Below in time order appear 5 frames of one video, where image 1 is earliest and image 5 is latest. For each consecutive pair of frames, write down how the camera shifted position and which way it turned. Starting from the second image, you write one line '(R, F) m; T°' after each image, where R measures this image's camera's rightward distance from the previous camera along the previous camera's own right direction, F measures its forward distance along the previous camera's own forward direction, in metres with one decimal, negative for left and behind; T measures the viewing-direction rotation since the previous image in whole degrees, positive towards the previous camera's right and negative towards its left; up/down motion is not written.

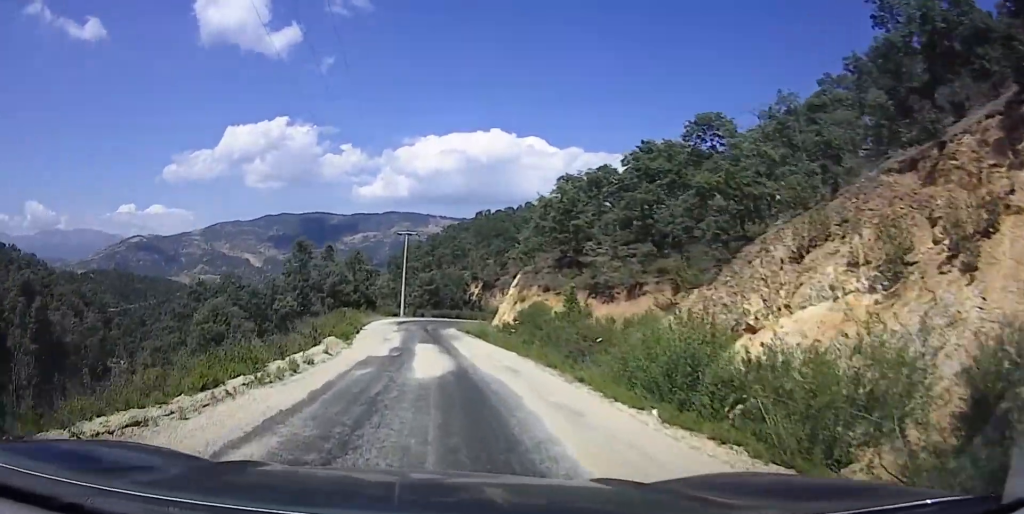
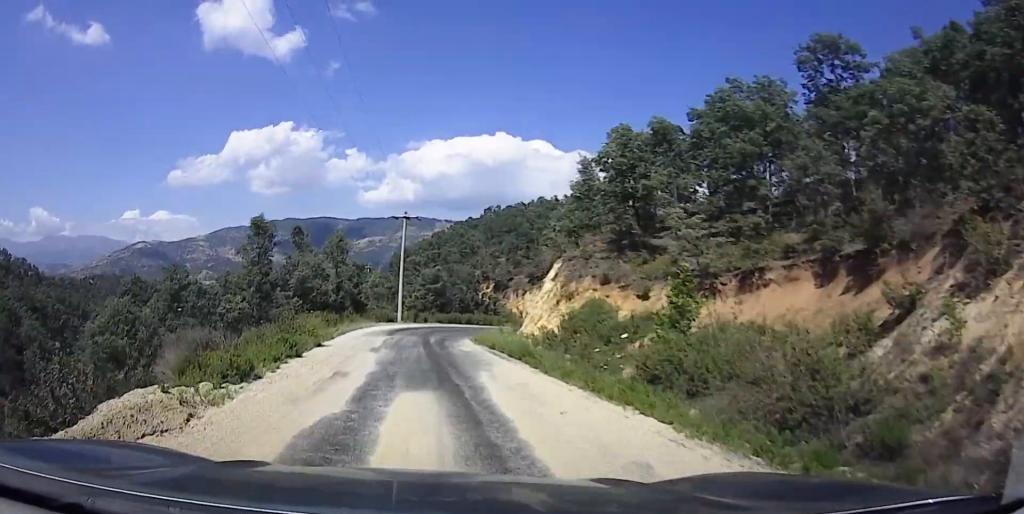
(-1.1, +15.1) m; -8°
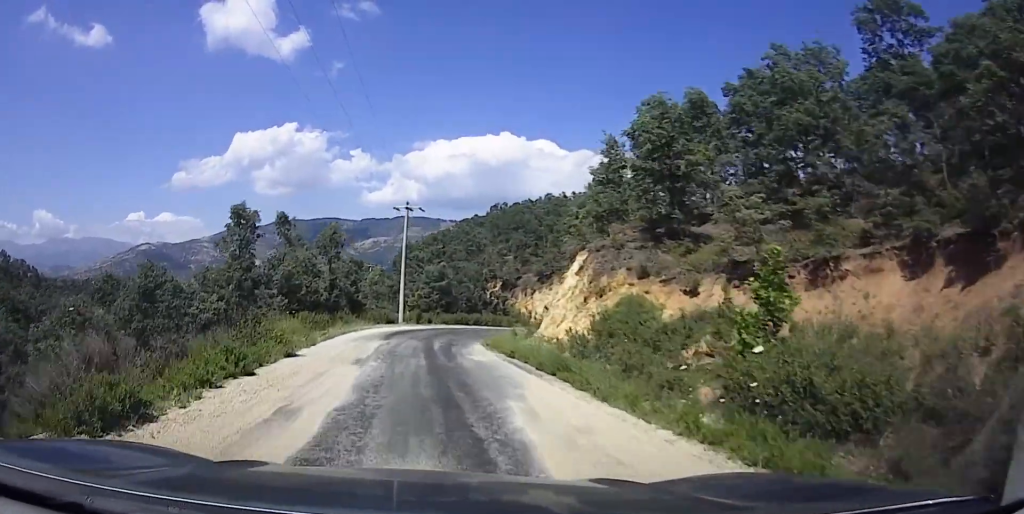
(+0.2, +5.5) m; -3°
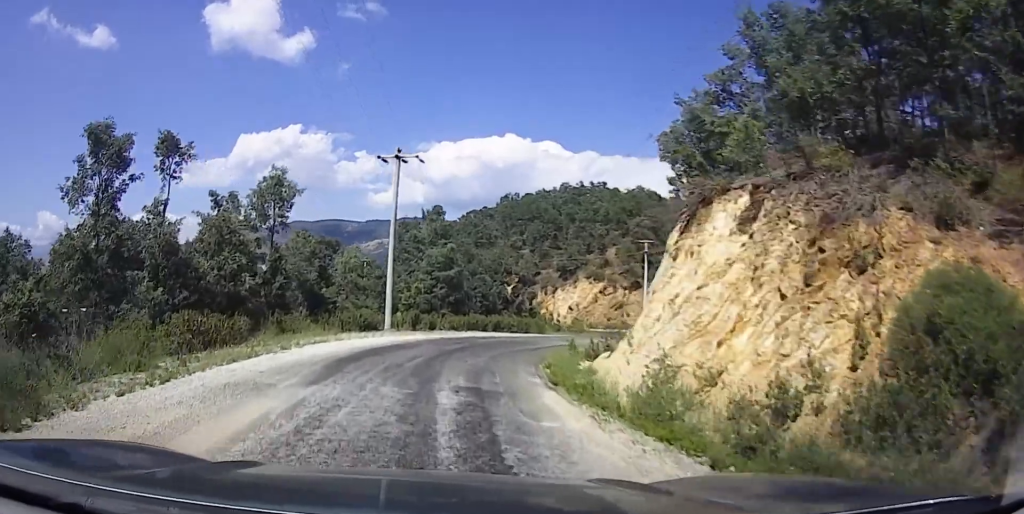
(+1.2, +19.2) m; +15°
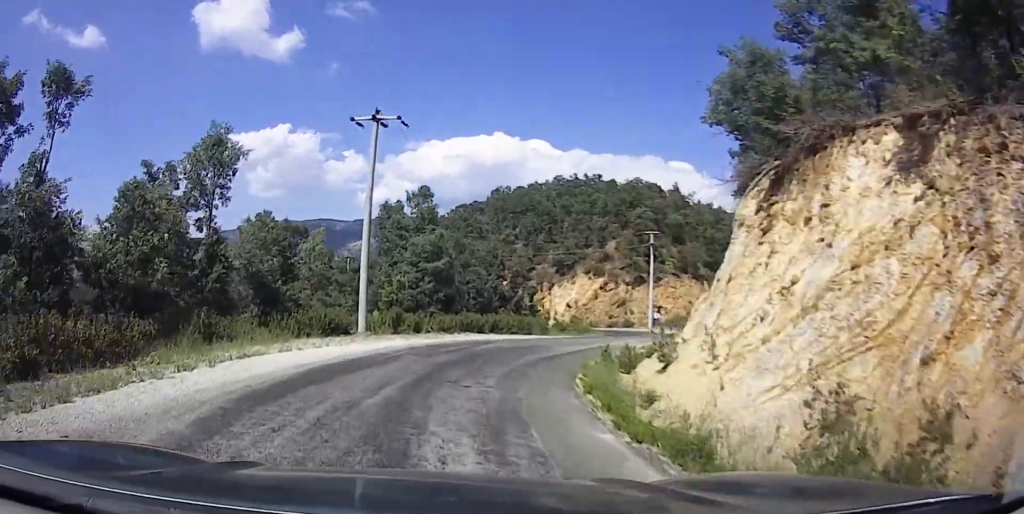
(+1.0, +7.7) m; +7°
